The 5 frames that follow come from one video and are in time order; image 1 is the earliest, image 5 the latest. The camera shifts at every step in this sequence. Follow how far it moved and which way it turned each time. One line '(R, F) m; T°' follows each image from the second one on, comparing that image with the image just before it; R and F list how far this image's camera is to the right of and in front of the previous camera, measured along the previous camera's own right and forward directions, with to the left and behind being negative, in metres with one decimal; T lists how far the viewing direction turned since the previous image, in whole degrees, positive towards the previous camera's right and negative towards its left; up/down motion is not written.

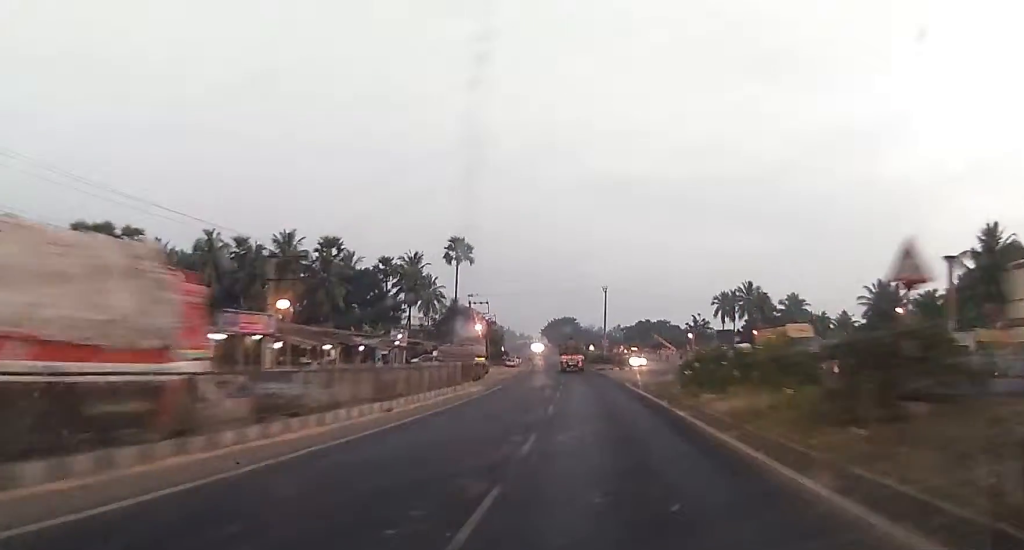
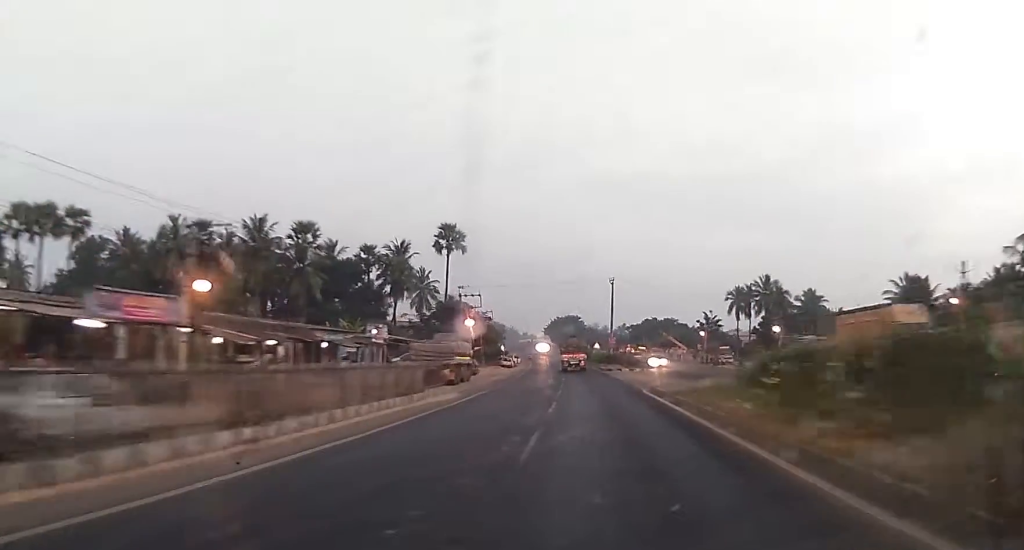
(0.0, +9.6) m; 0°
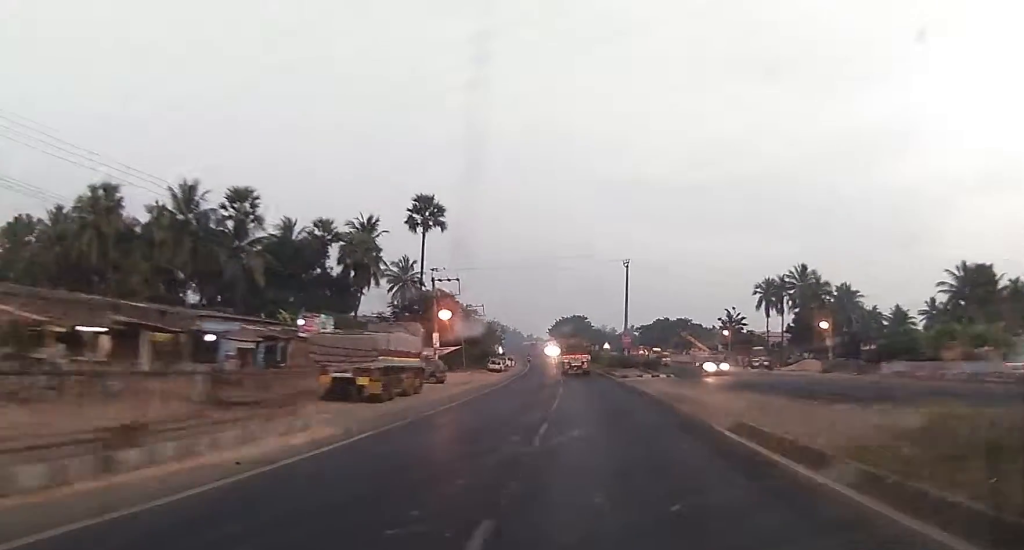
(-0.1, +17.0) m; -1°
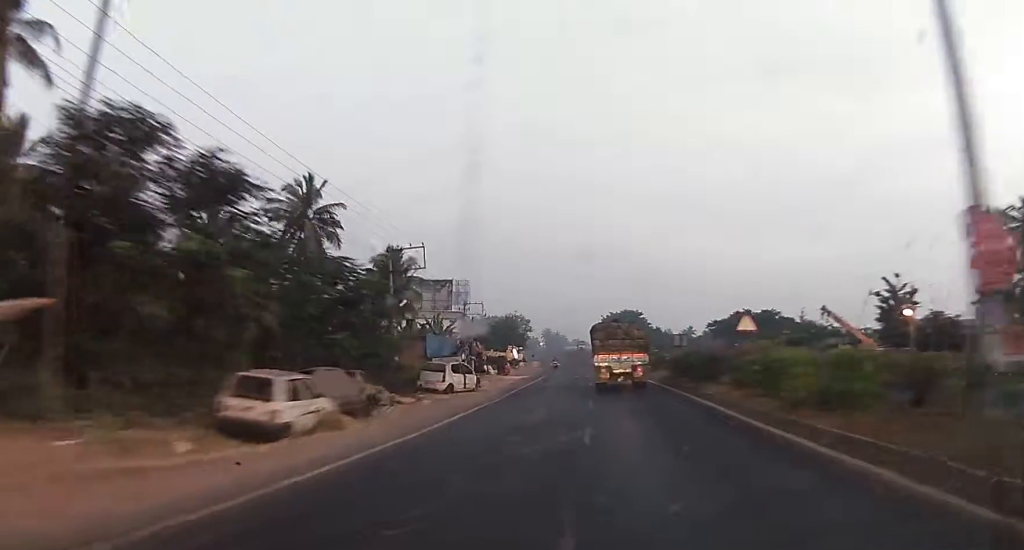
(-2.2, +57.4) m; -5°
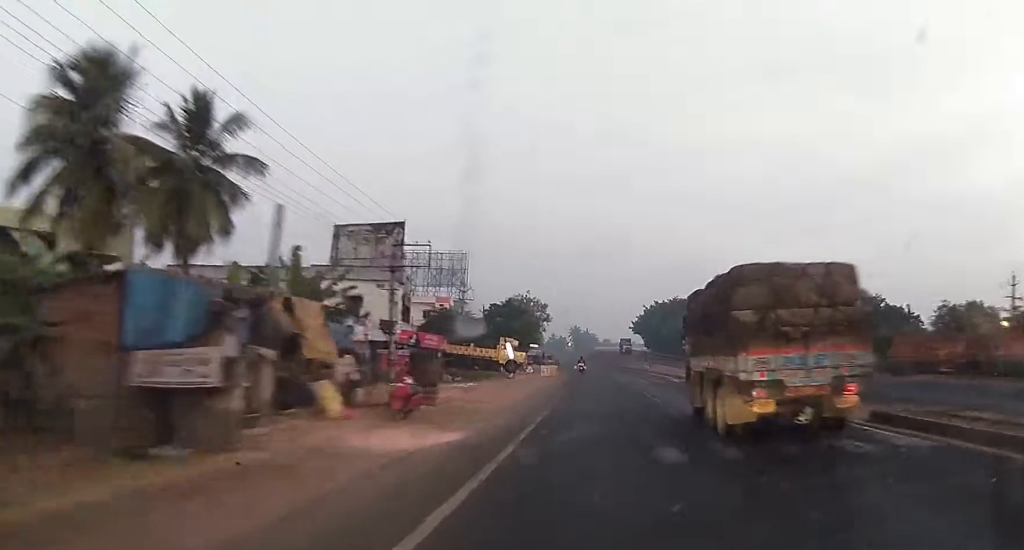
(-0.9, +47.7) m; -3°
